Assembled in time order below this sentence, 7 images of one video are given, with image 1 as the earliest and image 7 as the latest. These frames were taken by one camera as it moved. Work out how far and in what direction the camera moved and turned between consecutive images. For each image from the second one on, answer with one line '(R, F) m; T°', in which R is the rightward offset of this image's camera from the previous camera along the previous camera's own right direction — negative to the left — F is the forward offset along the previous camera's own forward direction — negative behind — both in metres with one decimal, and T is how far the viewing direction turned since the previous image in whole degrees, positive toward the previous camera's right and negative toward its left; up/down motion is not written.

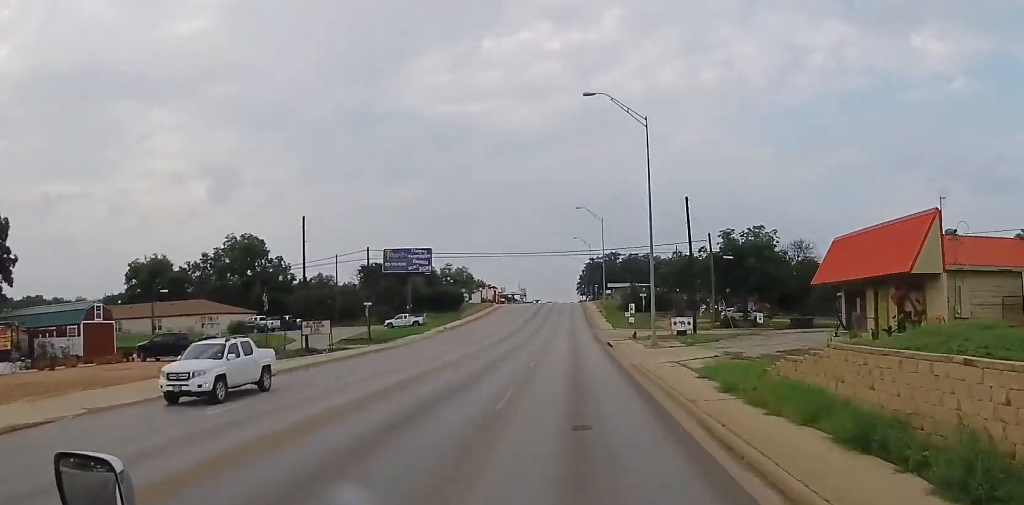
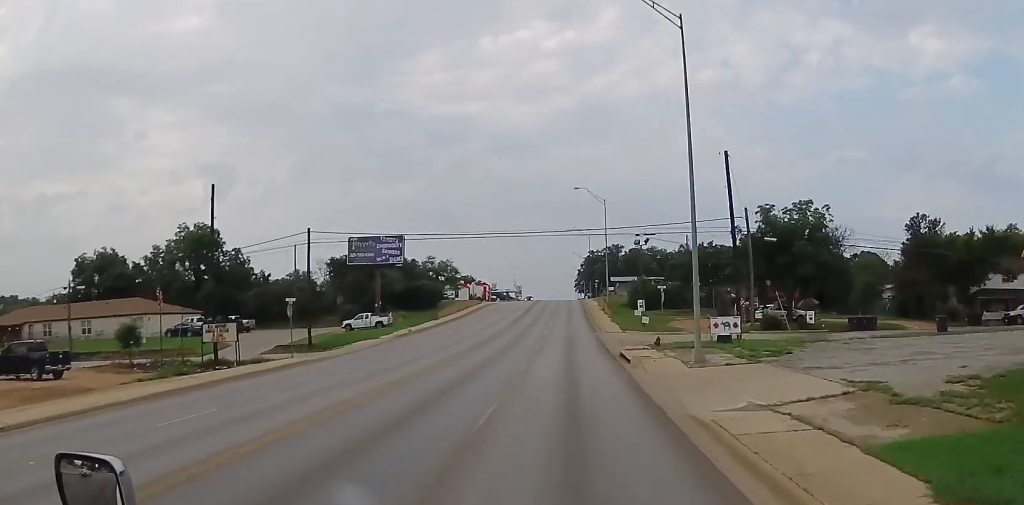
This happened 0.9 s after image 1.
(0.0, +14.7) m; +1°
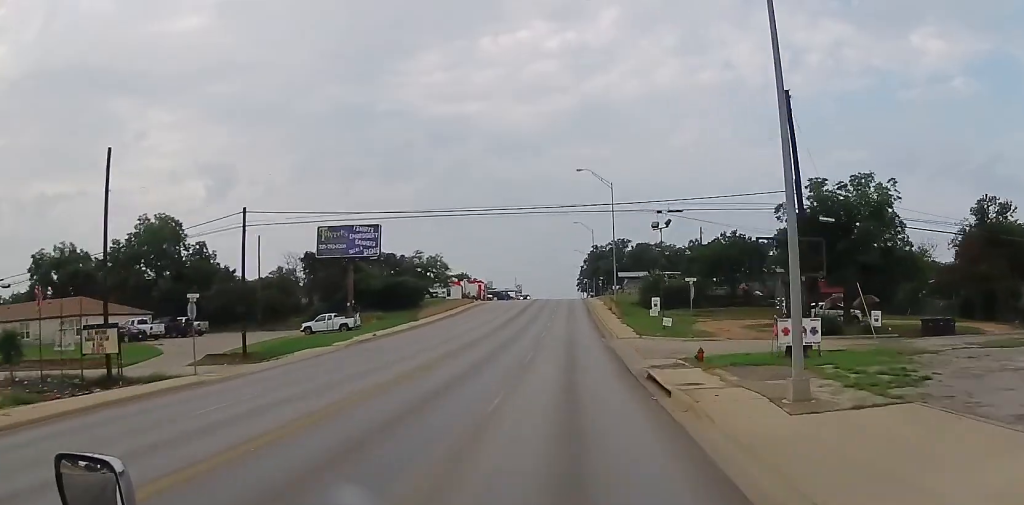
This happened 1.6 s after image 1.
(+0.3, +10.9) m; +1°
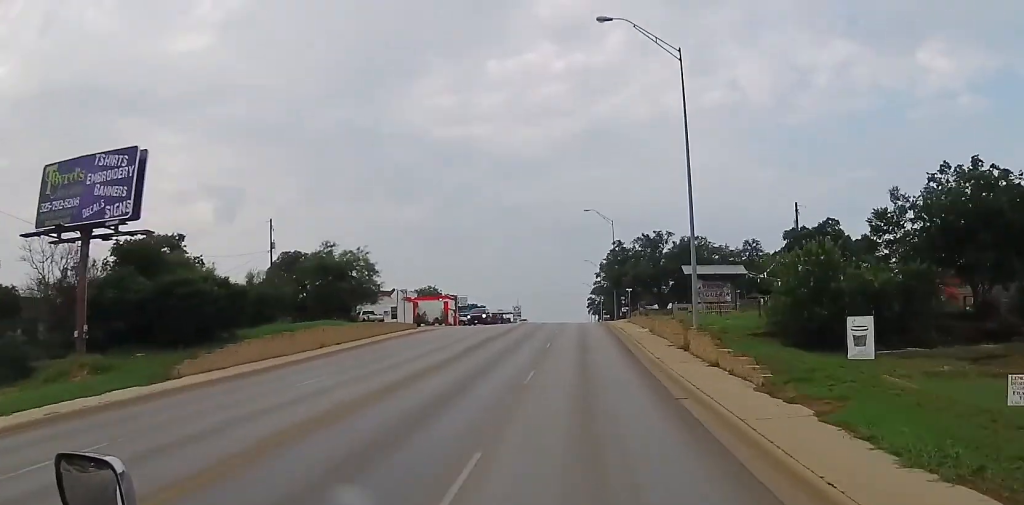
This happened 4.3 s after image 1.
(-0.7, +42.0) m; -3°
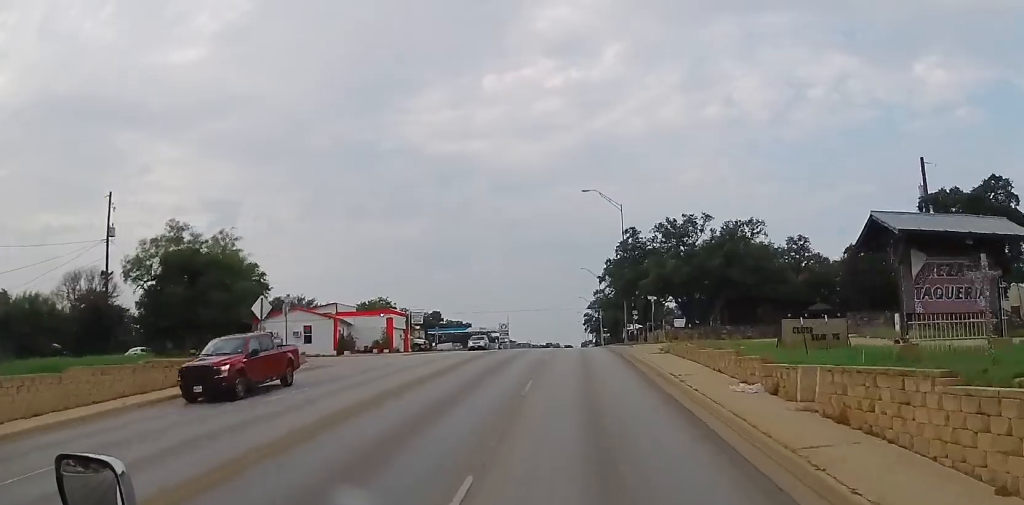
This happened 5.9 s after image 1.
(0.0, +25.6) m; +2°
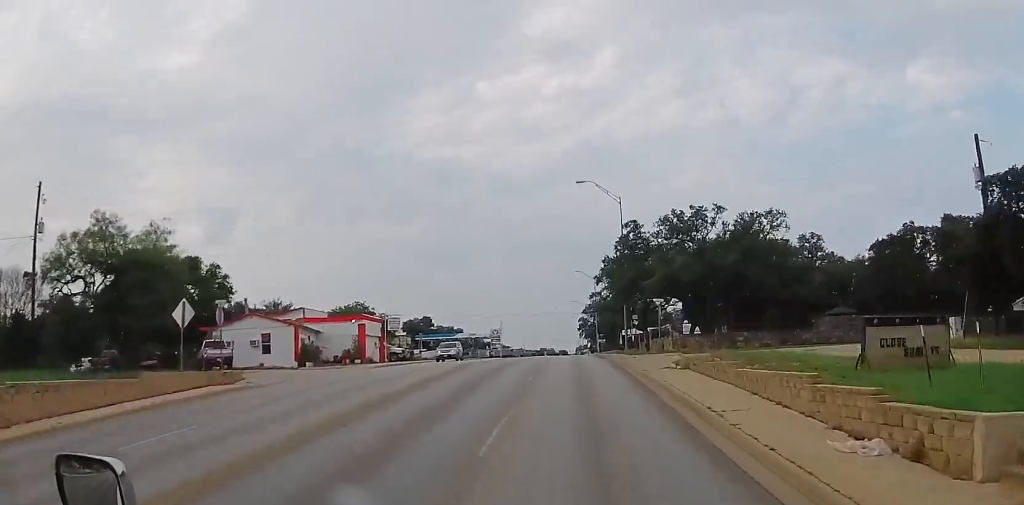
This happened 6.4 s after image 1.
(+0.1, +6.9) m; +1°
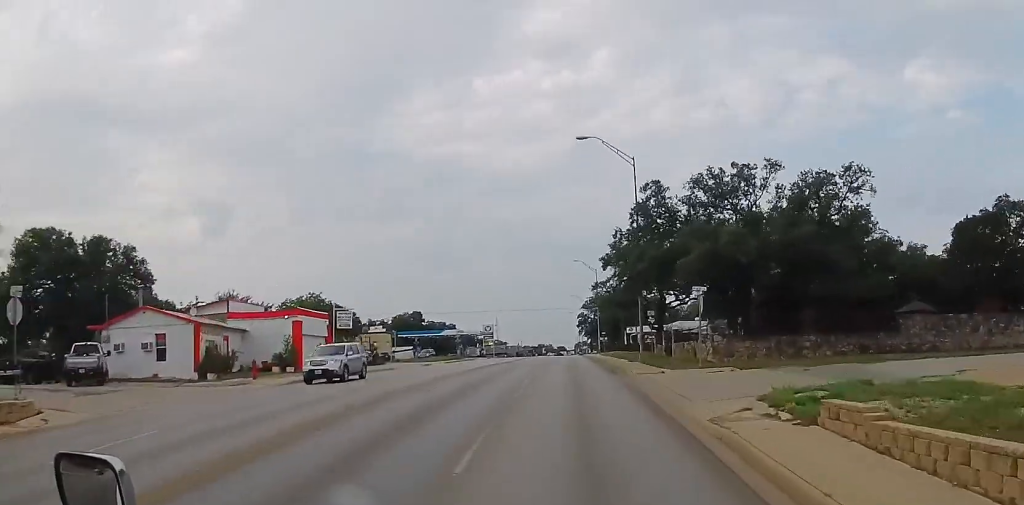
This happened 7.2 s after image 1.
(+0.3, +13.9) m; +1°
